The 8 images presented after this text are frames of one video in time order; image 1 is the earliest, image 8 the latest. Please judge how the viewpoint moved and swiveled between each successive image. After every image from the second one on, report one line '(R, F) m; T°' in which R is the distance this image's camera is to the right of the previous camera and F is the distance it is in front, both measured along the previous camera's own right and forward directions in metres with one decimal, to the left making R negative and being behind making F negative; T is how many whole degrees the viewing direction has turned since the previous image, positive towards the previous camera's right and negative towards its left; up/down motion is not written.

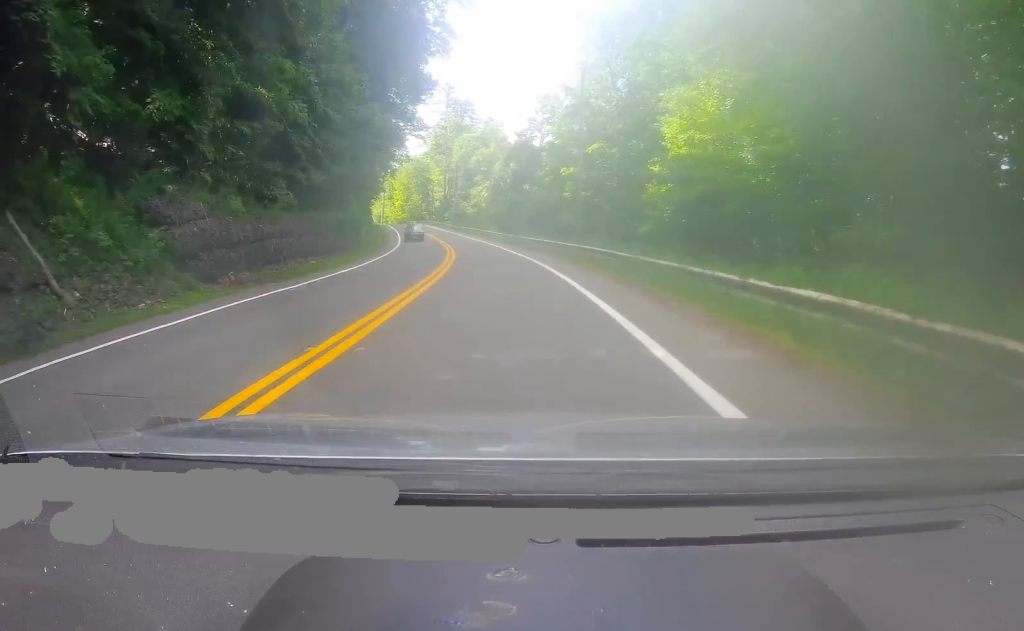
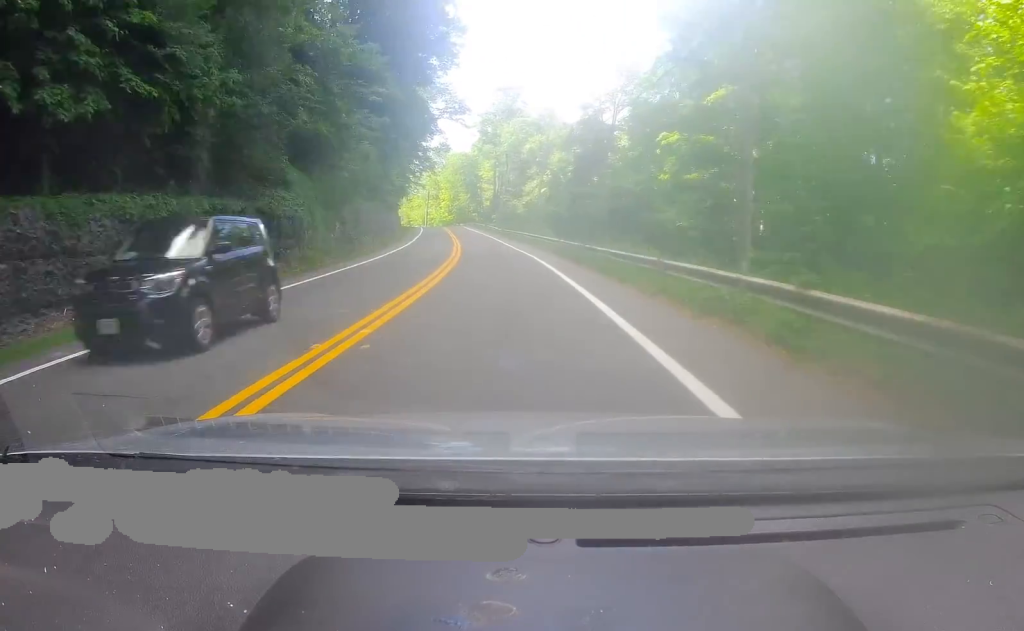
(-0.4, +24.9) m; -2°
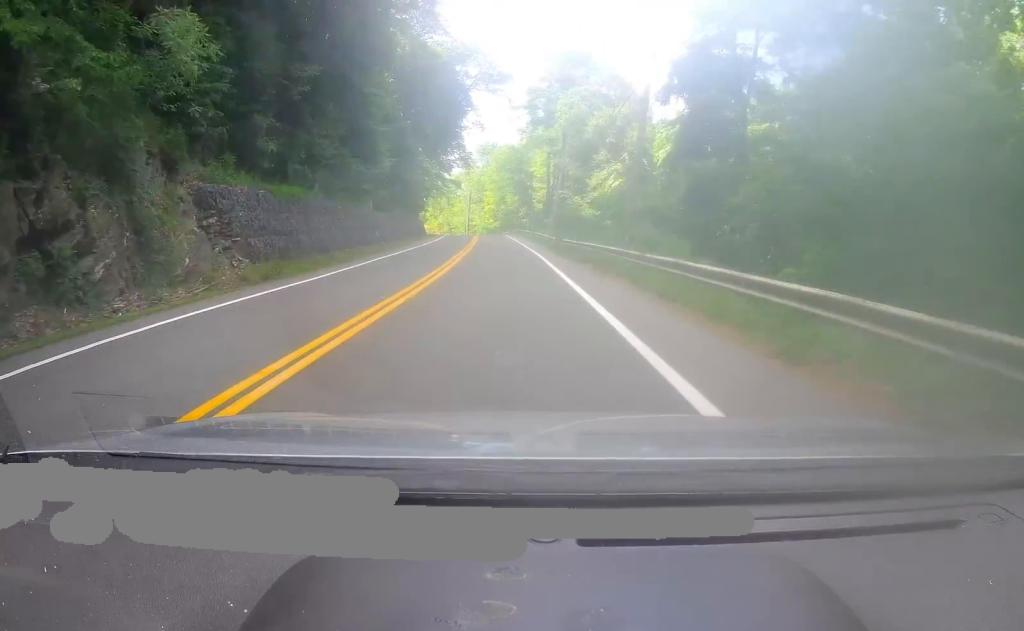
(-1.4, +32.9) m; -6°
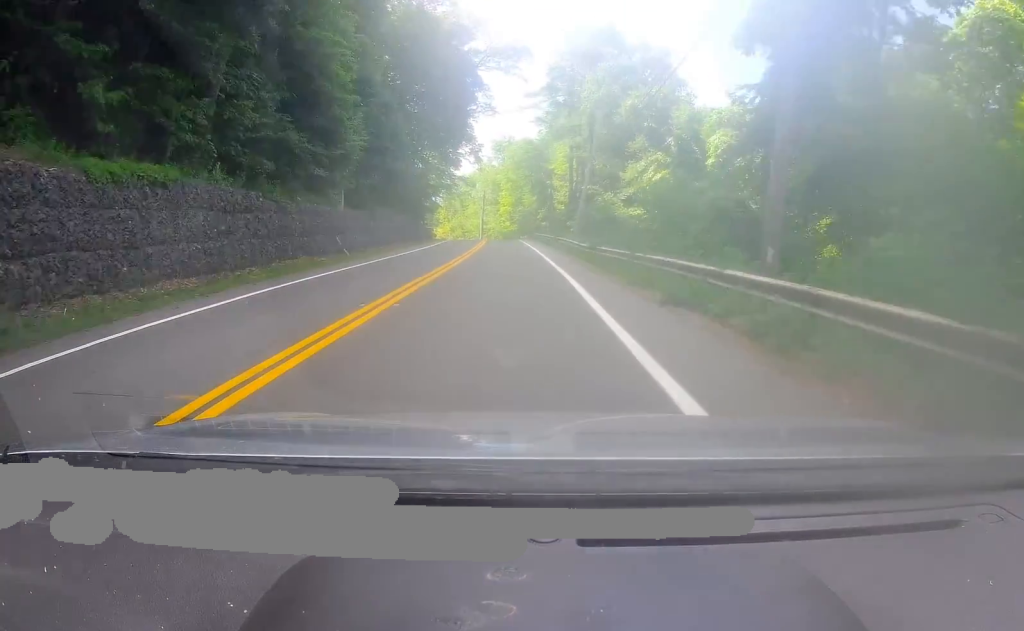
(-0.3, +14.3) m; -2°
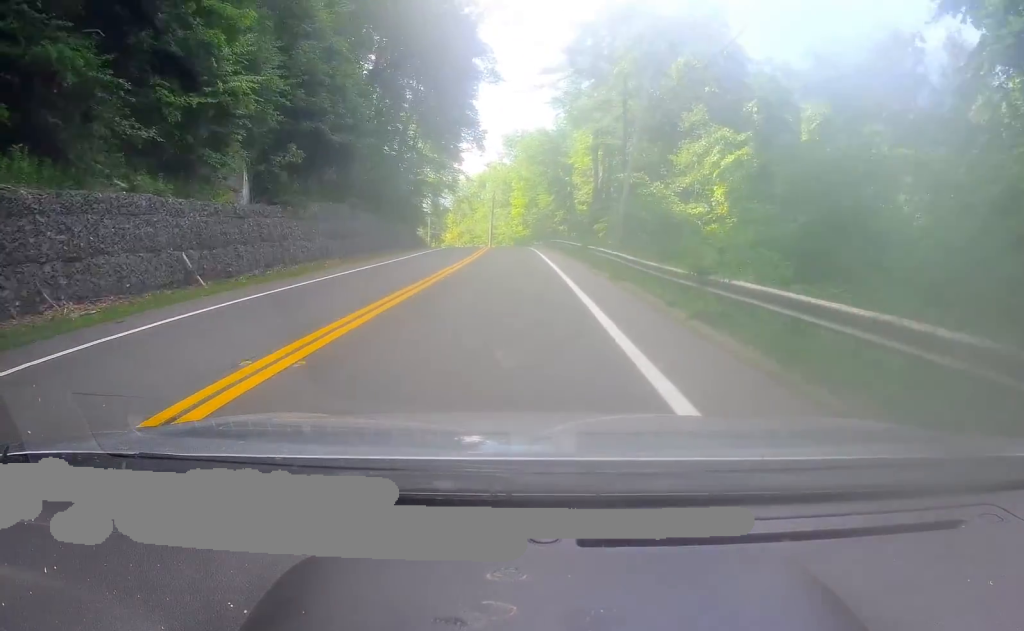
(-0.3, +17.9) m; -2°
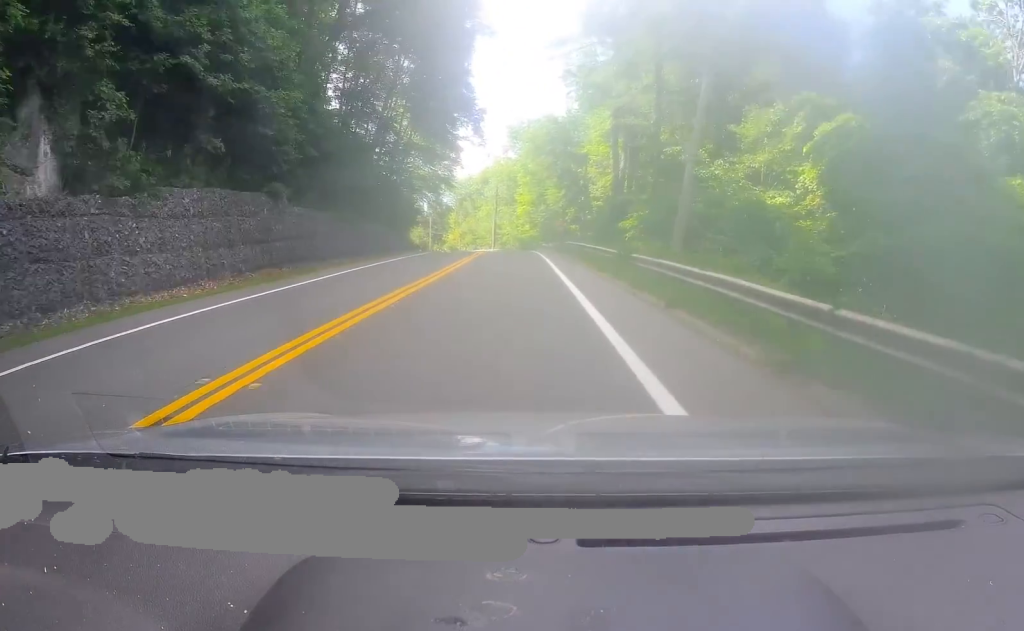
(-0.1, +12.8) m; -1°
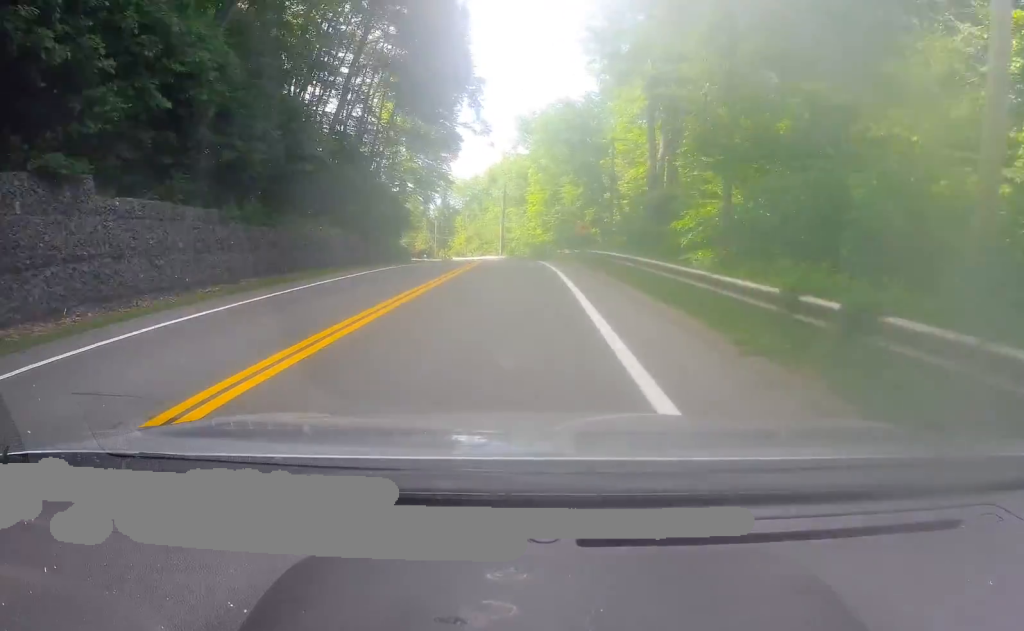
(-0.1, +15.4) m; -1°
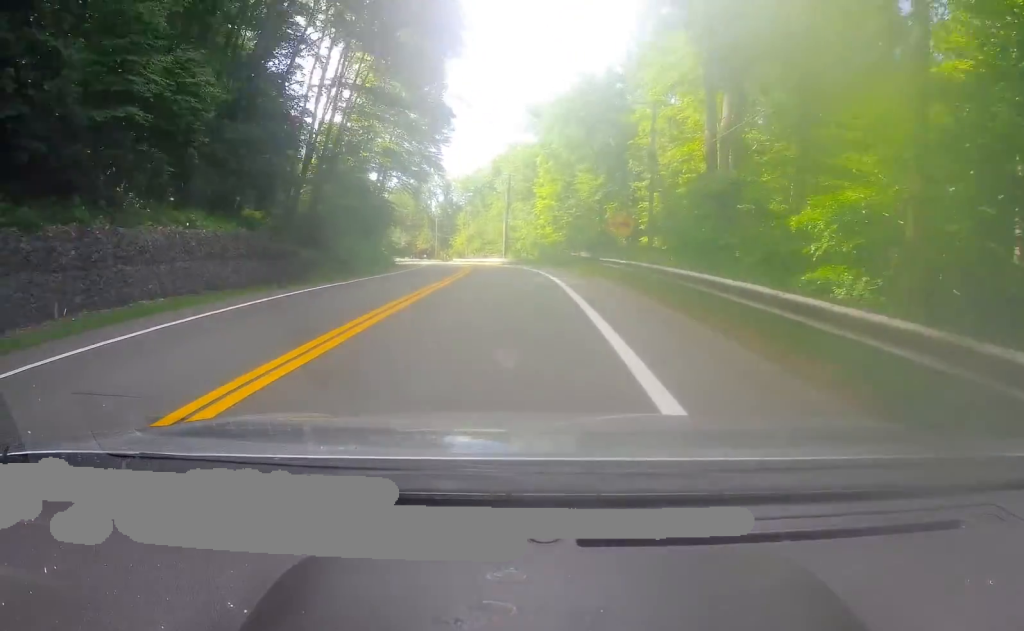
(-0.1, +14.5) m; -1°
